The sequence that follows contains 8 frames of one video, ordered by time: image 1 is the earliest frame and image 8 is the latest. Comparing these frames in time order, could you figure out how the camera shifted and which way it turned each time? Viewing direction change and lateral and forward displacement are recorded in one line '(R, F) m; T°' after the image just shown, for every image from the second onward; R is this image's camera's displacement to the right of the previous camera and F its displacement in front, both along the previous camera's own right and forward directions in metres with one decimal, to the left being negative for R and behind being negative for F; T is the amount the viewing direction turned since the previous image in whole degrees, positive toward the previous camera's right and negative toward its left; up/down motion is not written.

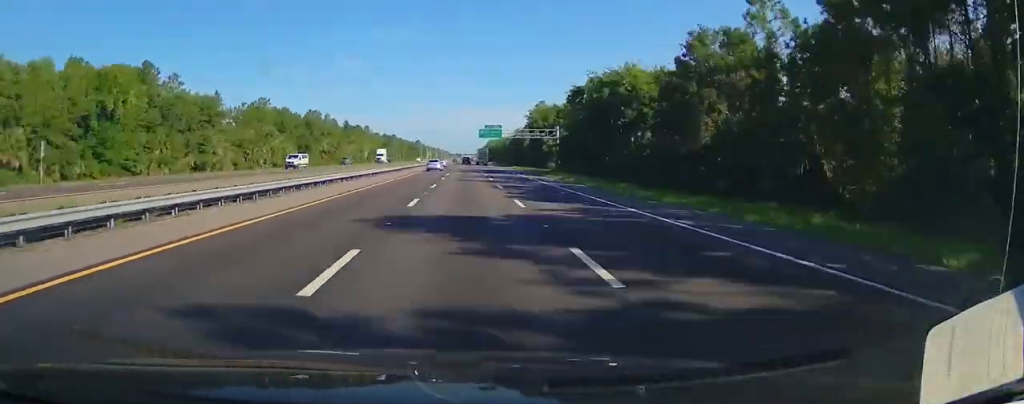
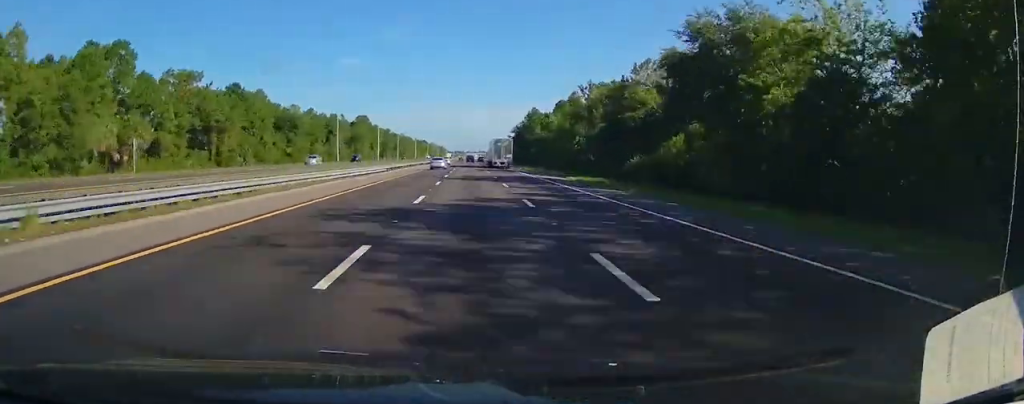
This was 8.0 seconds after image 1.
(-0.1, +292.7) m; 0°
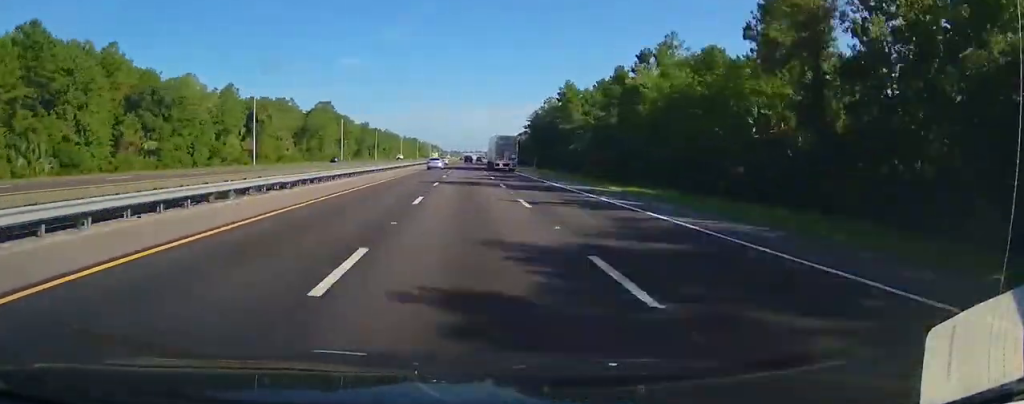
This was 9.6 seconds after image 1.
(-0.4, +58.7) m; 0°
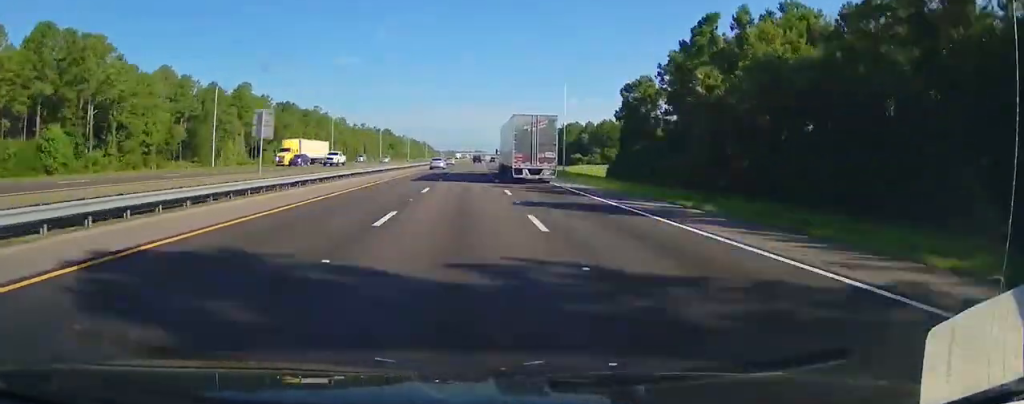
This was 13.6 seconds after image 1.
(+1.6, +146.4) m; +1°
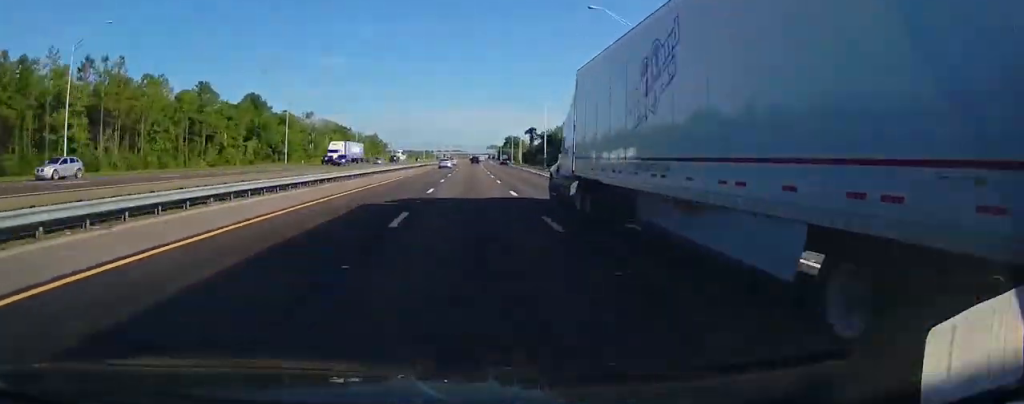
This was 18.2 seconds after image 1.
(+2.2, +165.8) m; +1°
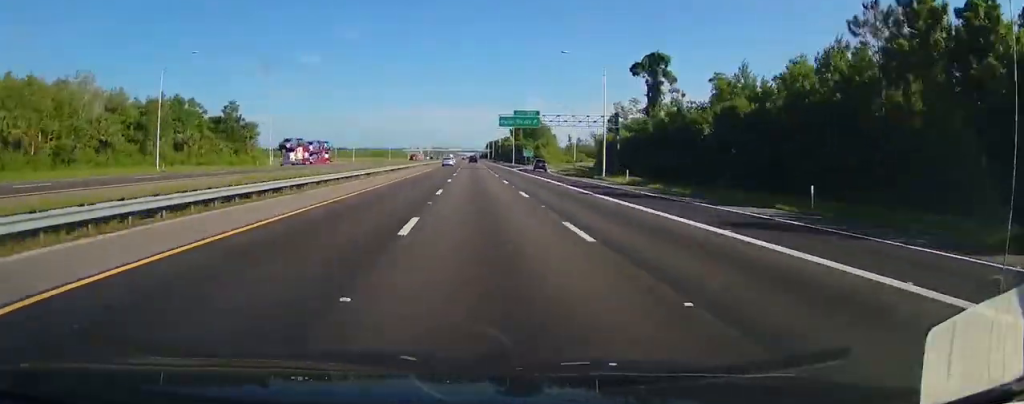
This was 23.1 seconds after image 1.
(+1.8, +180.9) m; +1°
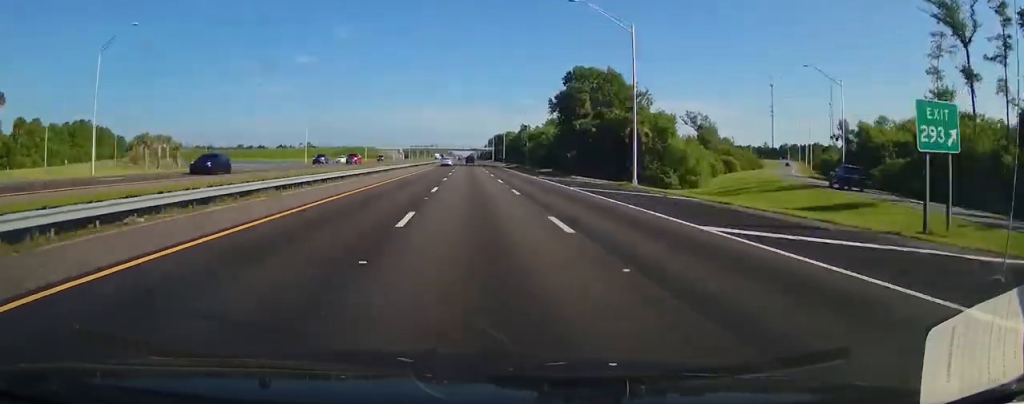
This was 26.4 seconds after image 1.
(+1.4, +122.3) m; 0°
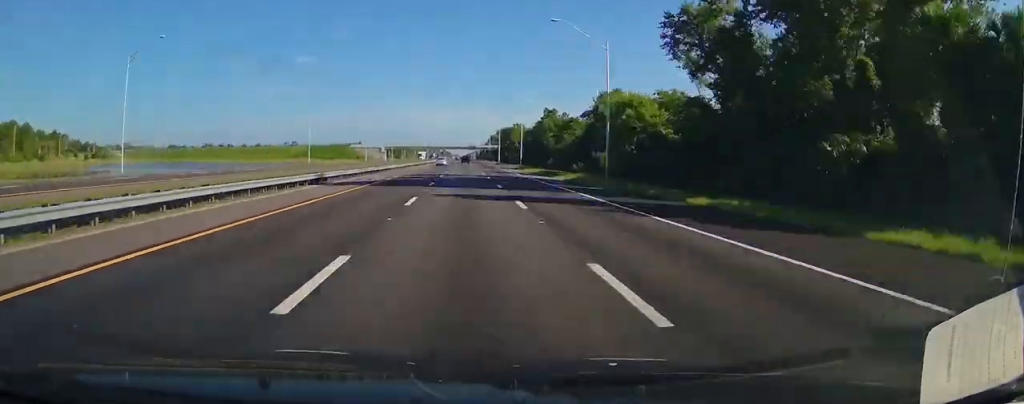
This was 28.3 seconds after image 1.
(-0.5, +68.6) m; 0°
